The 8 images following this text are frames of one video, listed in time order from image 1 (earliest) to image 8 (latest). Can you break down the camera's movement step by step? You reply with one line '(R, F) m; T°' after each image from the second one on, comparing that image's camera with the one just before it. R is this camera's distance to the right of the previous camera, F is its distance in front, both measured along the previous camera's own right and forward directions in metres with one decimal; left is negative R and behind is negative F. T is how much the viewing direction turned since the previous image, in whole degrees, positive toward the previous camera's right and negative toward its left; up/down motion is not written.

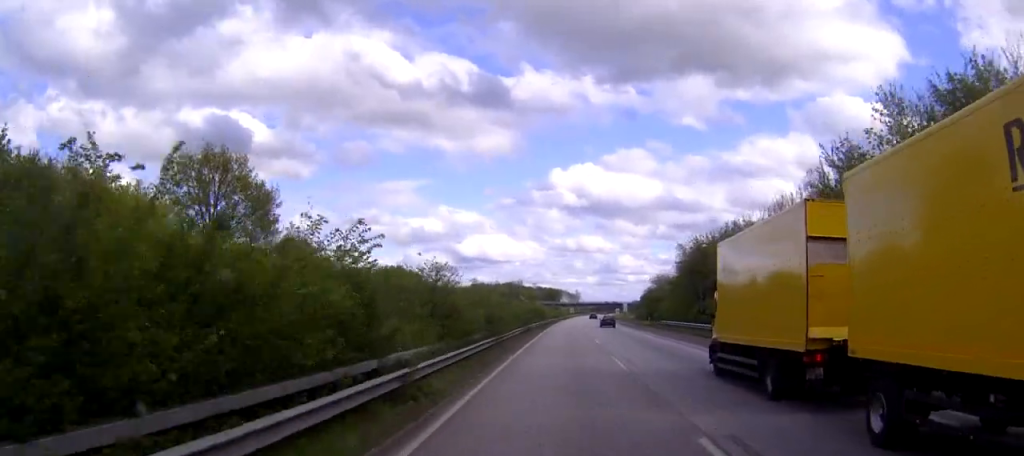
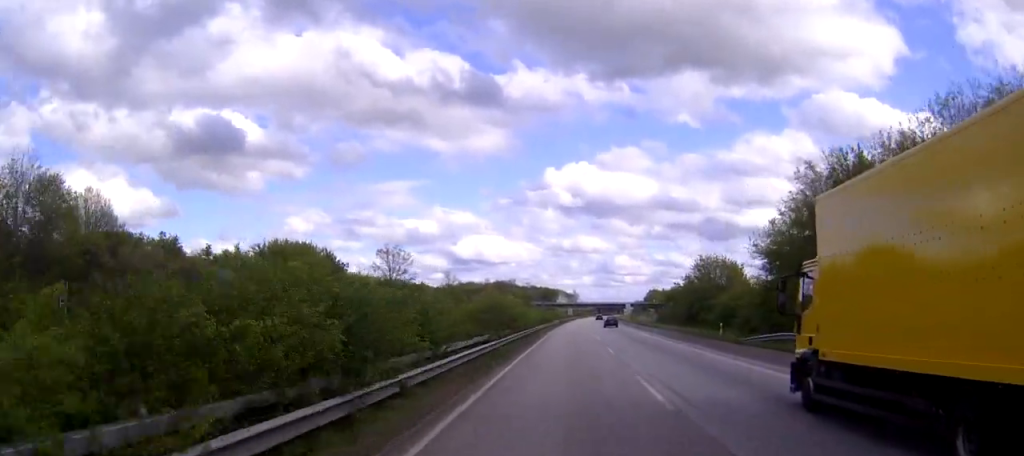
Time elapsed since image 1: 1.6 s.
(+0.2, +44.9) m; +1°
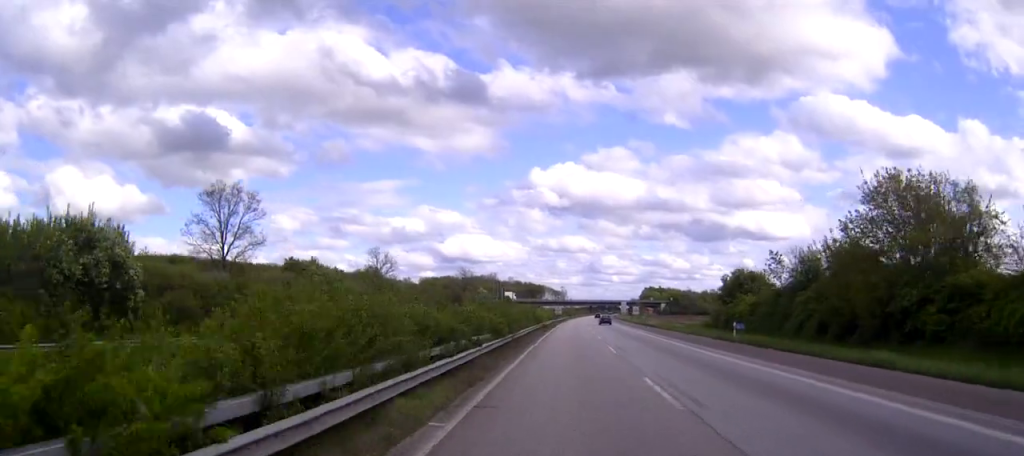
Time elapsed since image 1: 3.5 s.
(+0.4, +54.4) m; +1°
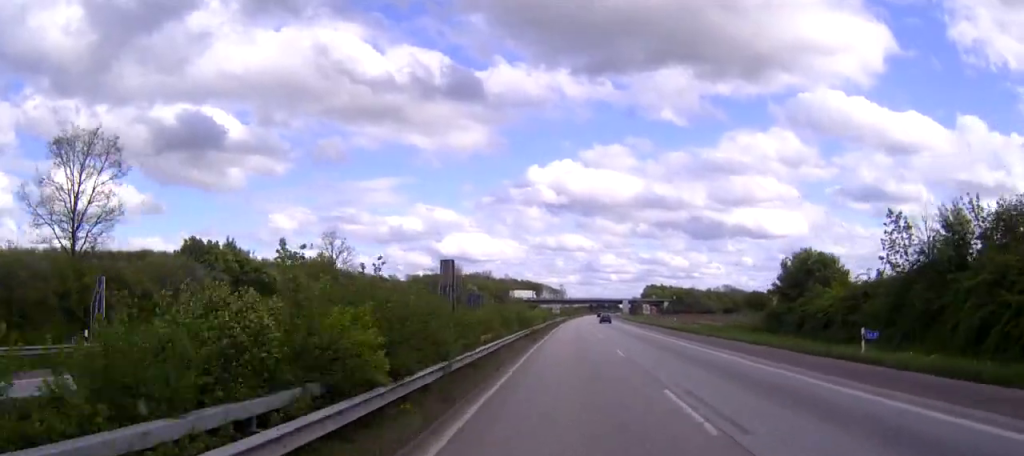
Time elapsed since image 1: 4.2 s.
(+0.1, +21.1) m; 0°
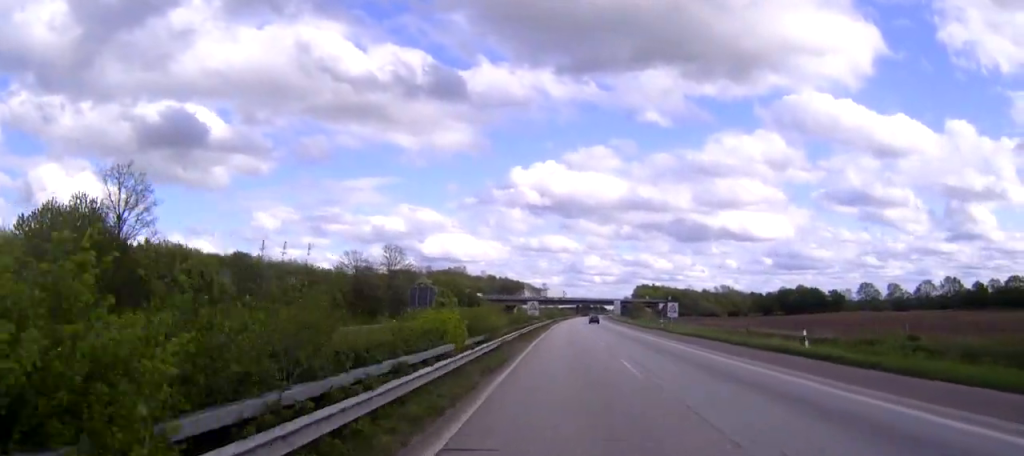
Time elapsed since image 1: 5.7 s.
(+0.2, +44.1) m; +1°
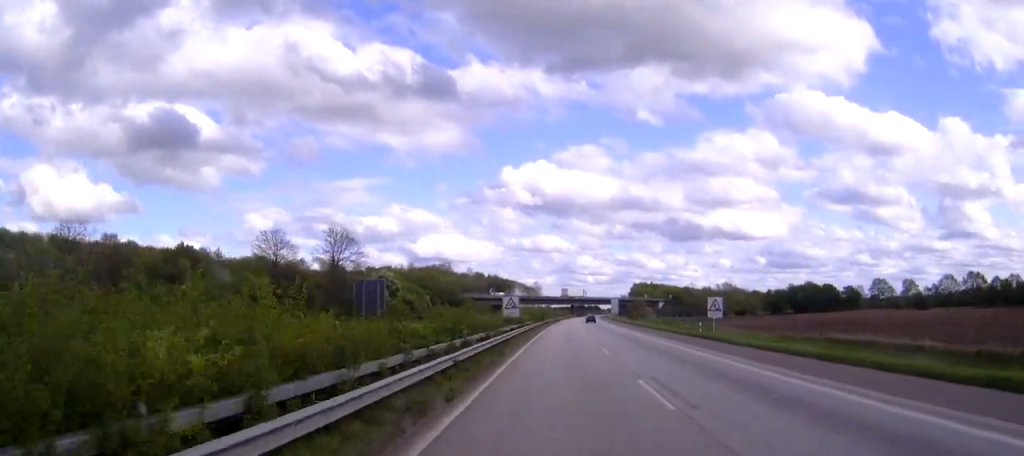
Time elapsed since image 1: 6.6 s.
(+0.2, +25.8) m; 0°
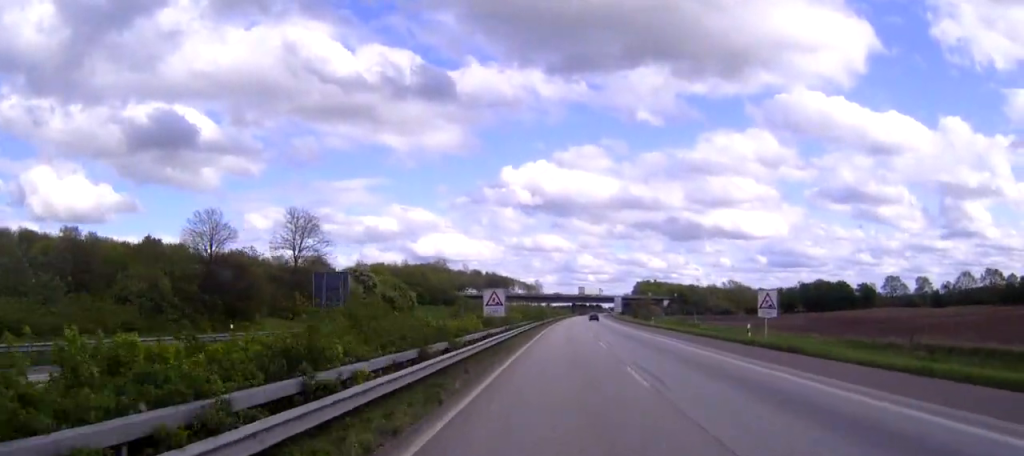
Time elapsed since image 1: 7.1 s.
(0.0, +14.4) m; 0°
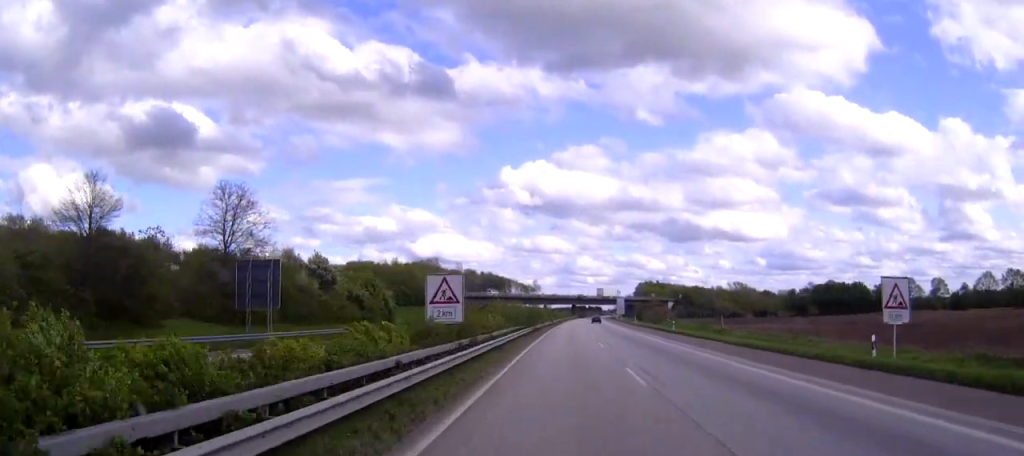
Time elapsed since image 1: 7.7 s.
(0.0, +17.3) m; 0°
